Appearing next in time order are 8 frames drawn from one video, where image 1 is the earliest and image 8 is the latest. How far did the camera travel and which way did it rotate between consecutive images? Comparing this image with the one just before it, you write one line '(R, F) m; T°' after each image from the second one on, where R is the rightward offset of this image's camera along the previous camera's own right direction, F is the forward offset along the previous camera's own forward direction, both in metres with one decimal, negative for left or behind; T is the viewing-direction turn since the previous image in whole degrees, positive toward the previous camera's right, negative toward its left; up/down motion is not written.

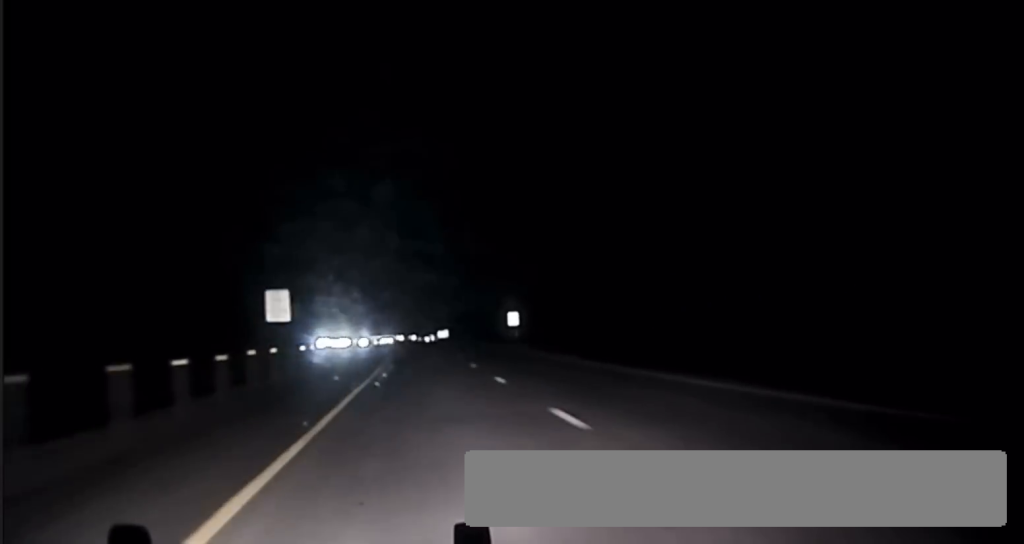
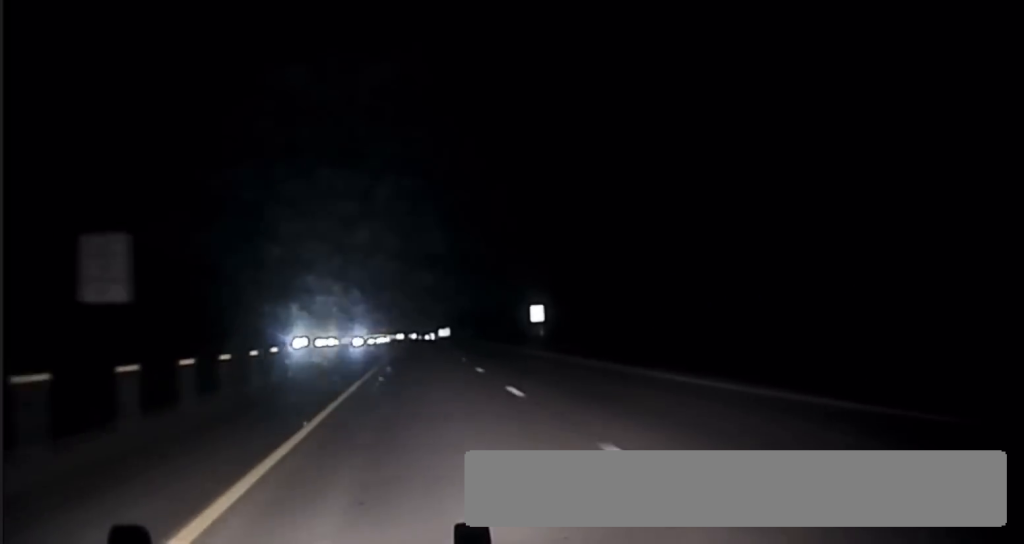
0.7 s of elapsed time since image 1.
(0.0, +29.0) m; 0°
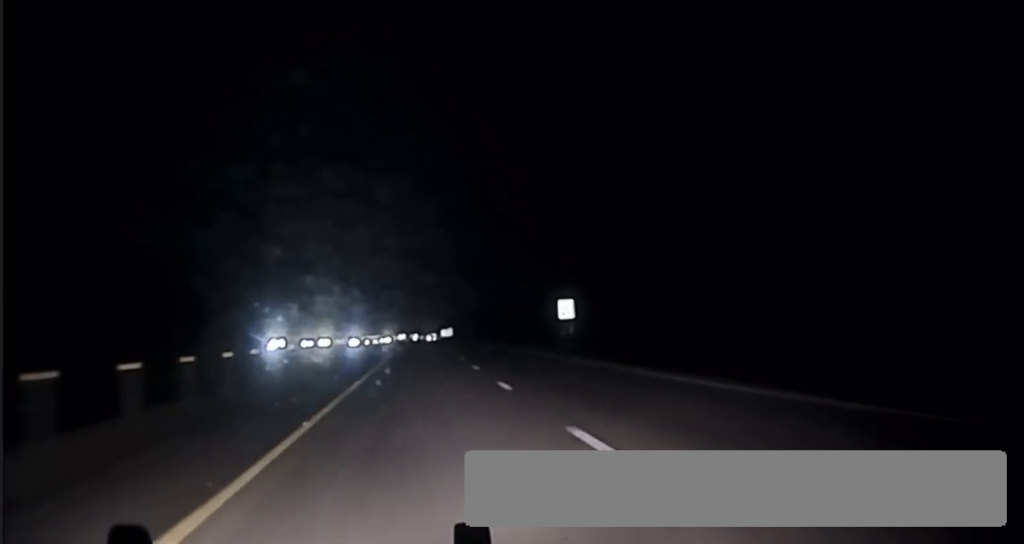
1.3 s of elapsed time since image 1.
(-0.2, +20.8) m; 0°
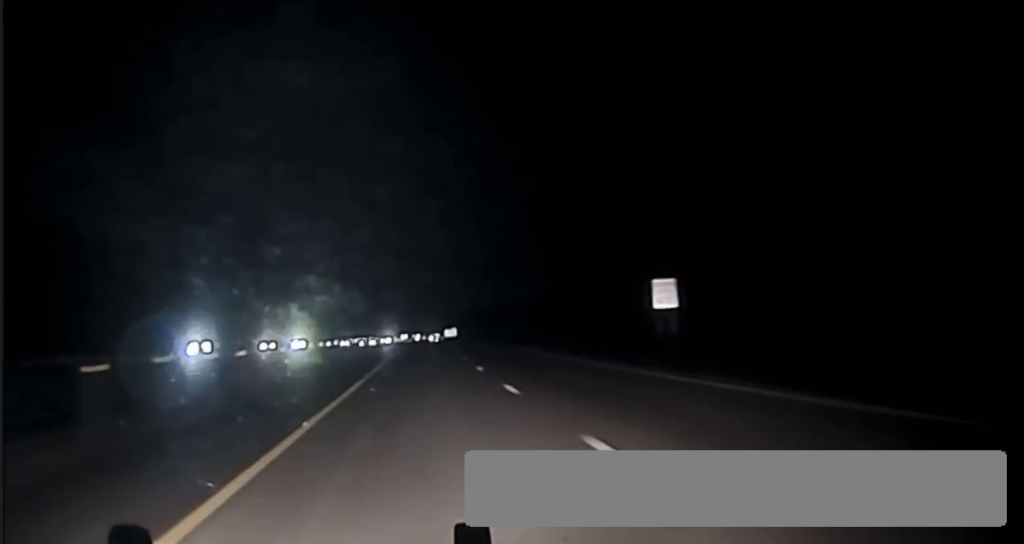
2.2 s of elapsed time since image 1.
(-0.2, +35.0) m; 0°
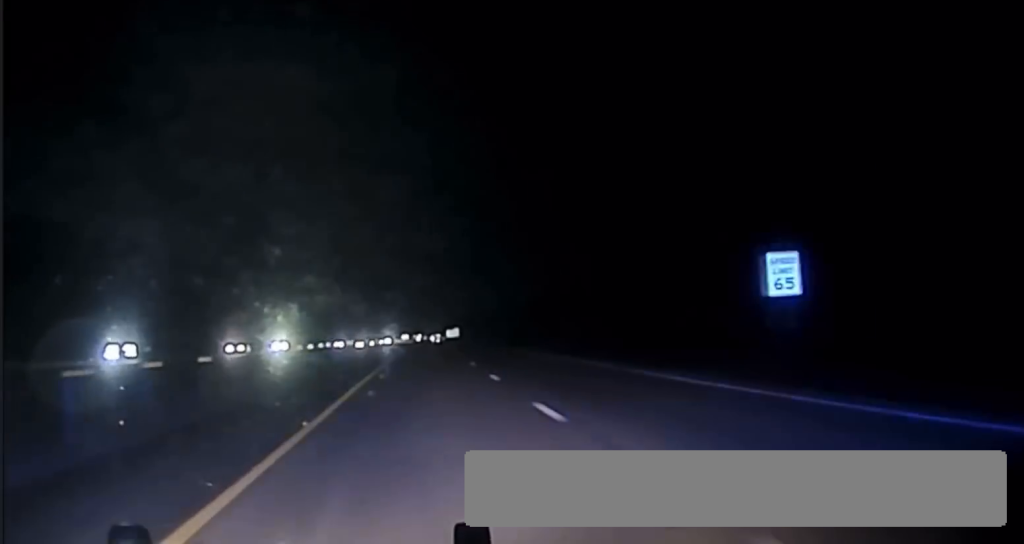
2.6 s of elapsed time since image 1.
(+0.1, +16.9) m; 0°
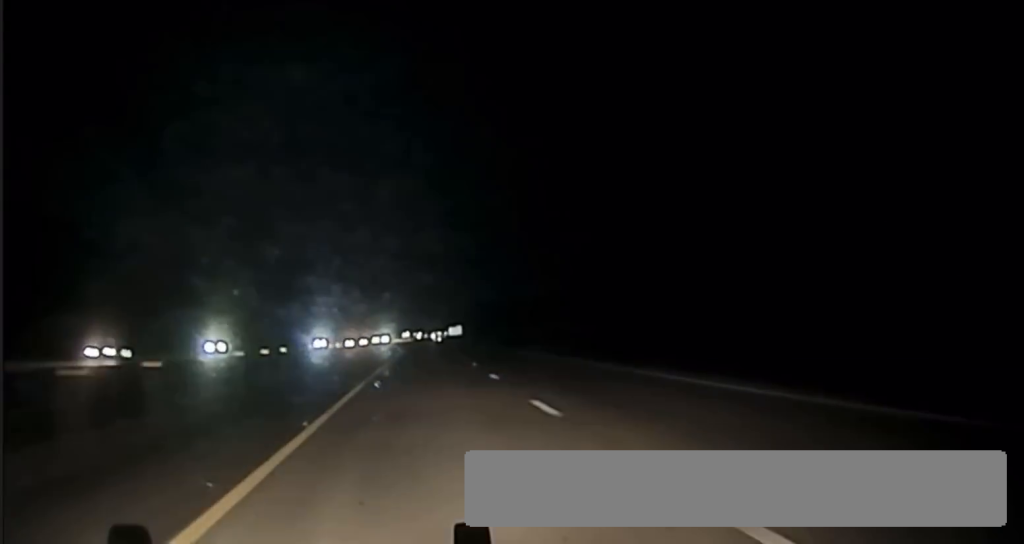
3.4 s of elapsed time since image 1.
(+0.1, +37.8) m; 0°
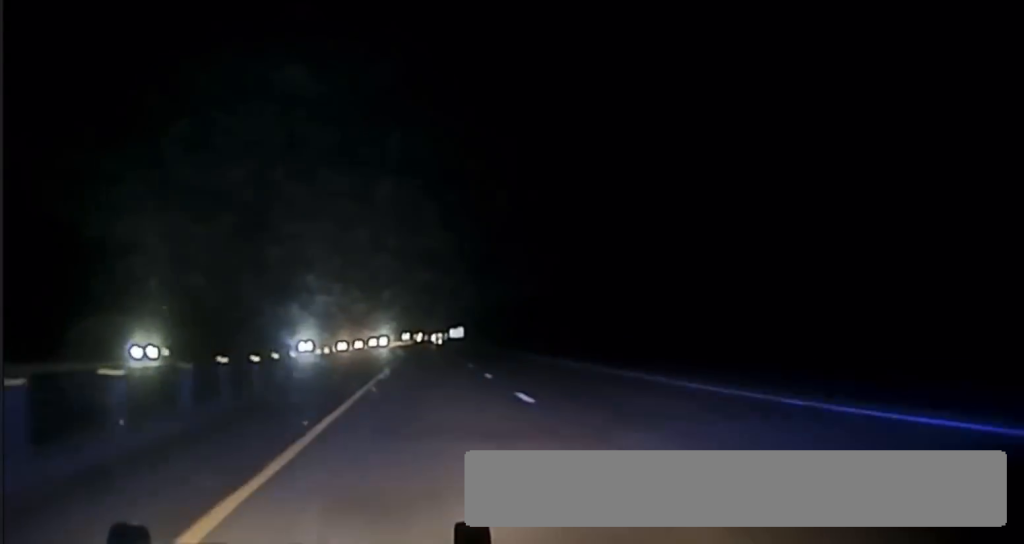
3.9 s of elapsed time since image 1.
(0.0, +22.3) m; 0°
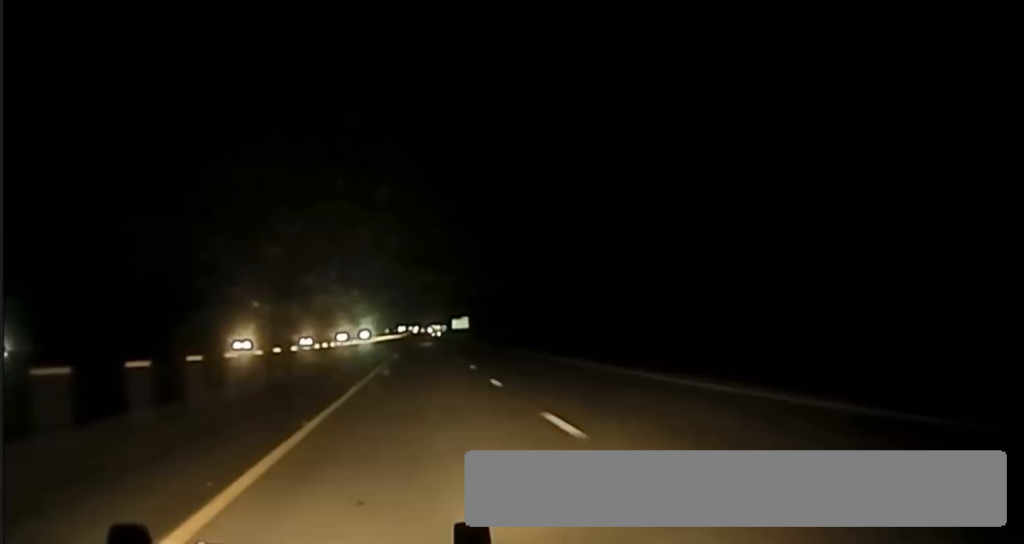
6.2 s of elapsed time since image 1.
(0.0, +110.4) m; 0°
